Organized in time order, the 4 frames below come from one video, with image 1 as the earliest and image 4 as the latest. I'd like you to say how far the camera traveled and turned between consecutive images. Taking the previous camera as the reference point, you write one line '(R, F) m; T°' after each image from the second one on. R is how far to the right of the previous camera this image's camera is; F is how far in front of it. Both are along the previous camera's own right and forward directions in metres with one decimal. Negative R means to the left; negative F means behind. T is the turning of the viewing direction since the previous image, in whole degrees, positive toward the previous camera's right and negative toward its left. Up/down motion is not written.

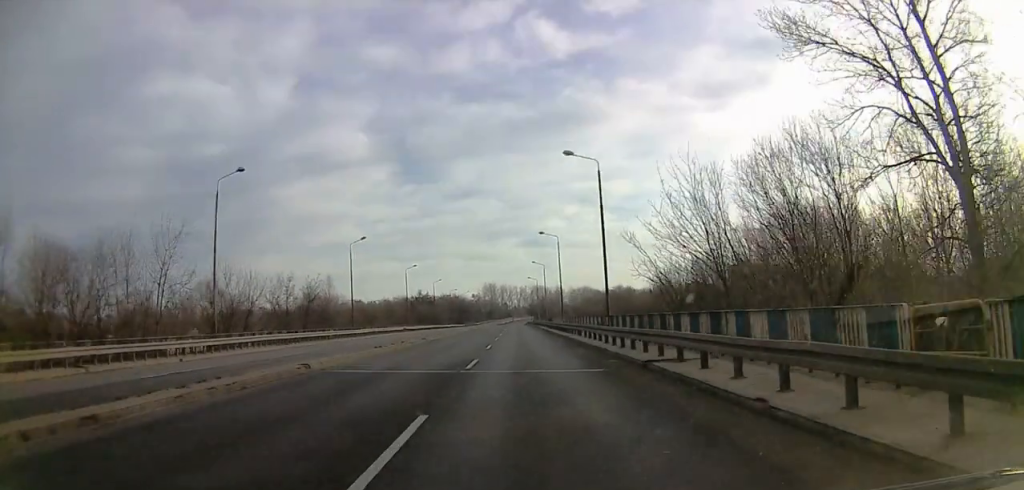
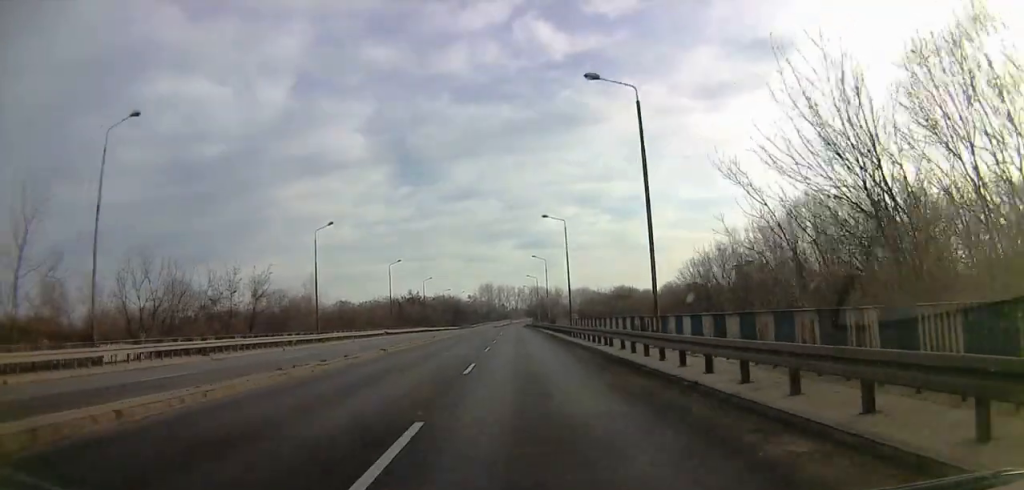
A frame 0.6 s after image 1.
(+0.4, +12.0) m; -1°
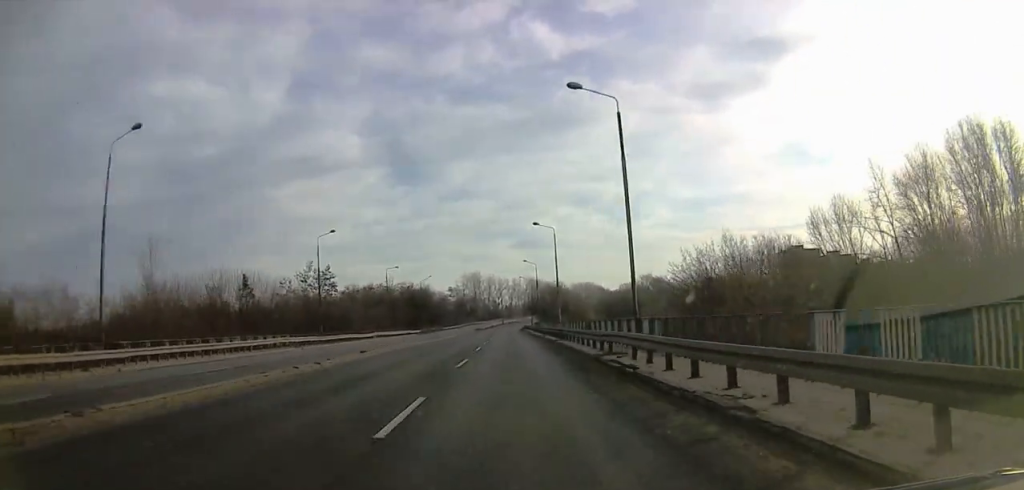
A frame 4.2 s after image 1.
(-0.9, +63.7) m; +2°
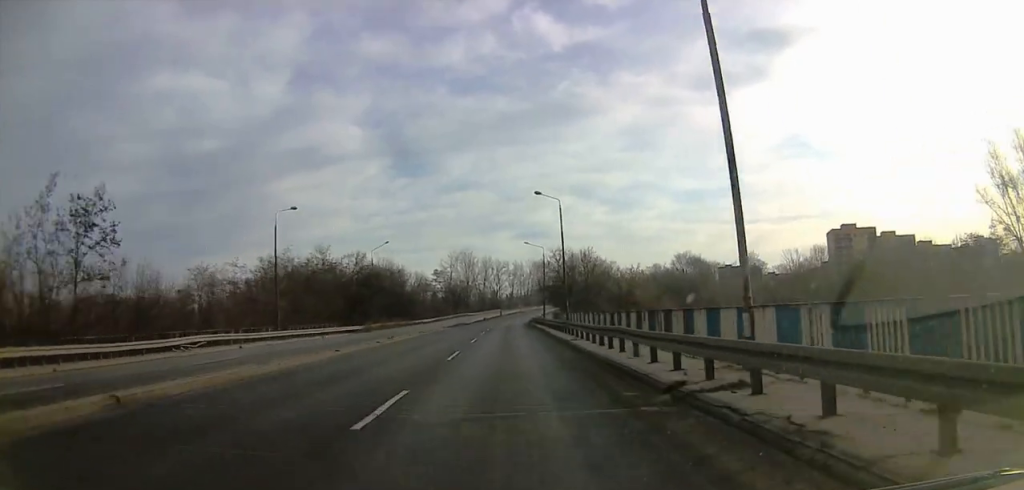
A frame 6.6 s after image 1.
(-0.5, +52.4) m; -2°
